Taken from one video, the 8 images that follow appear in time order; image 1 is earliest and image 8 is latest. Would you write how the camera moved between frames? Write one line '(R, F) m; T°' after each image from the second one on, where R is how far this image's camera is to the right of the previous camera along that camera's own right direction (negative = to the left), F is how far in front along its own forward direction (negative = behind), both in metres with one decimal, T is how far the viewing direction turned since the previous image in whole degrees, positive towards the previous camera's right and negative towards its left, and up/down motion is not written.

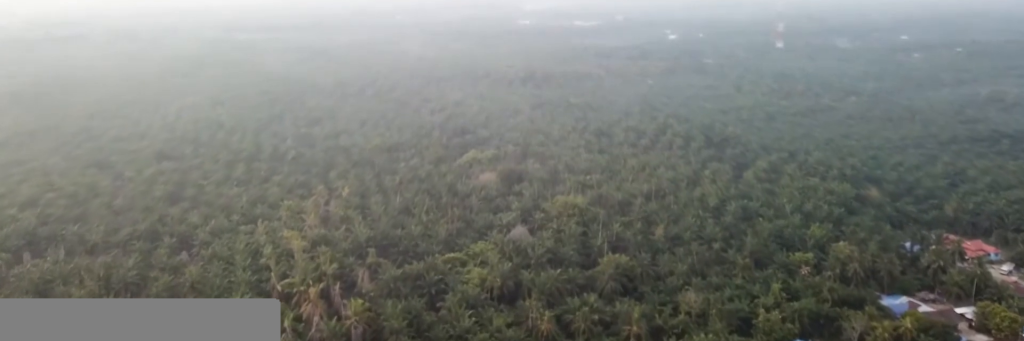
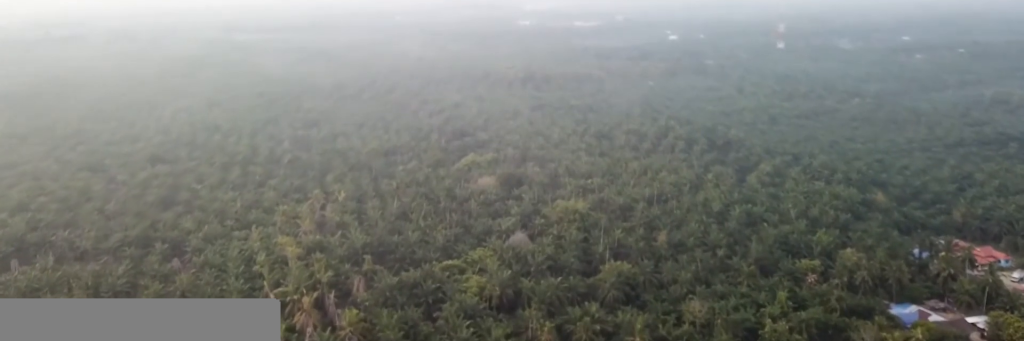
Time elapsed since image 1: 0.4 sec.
(0.0, +6.5) m; 0°
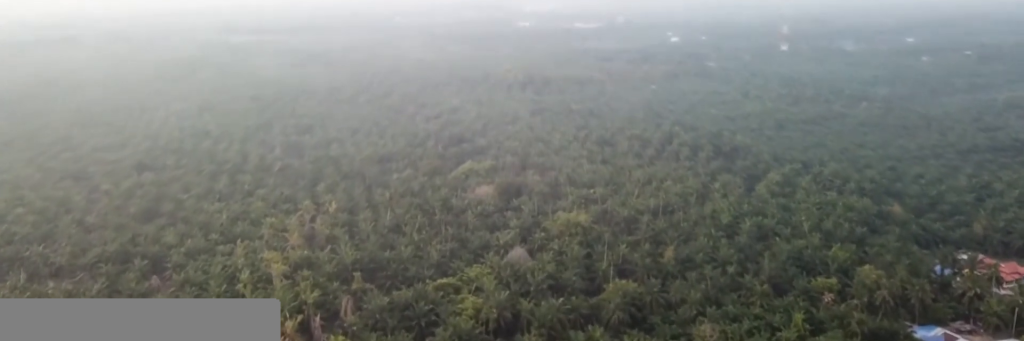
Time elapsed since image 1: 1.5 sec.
(0.0, +15.4) m; 0°
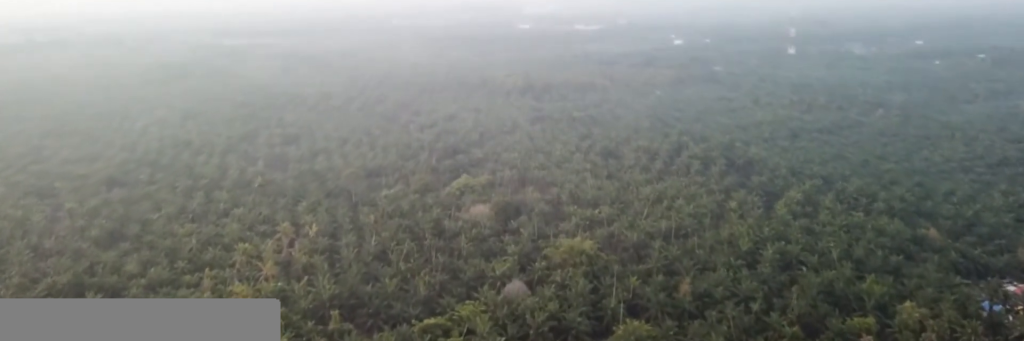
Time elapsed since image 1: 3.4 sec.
(0.0, +29.4) m; 0°
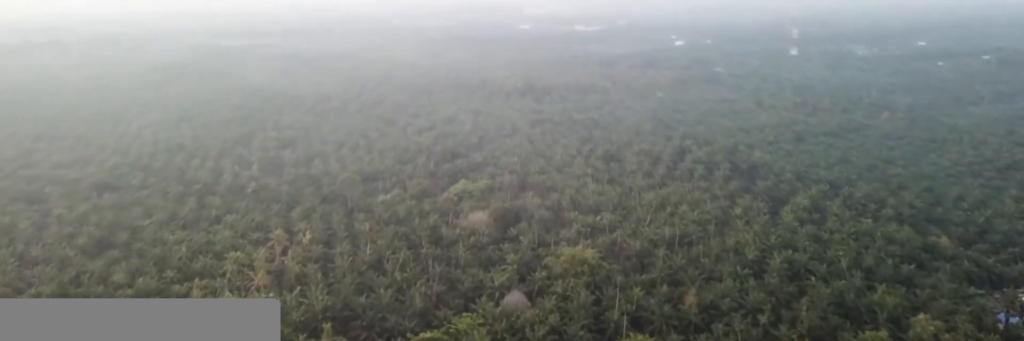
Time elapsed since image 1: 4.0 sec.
(0.0, +8.5) m; 0°
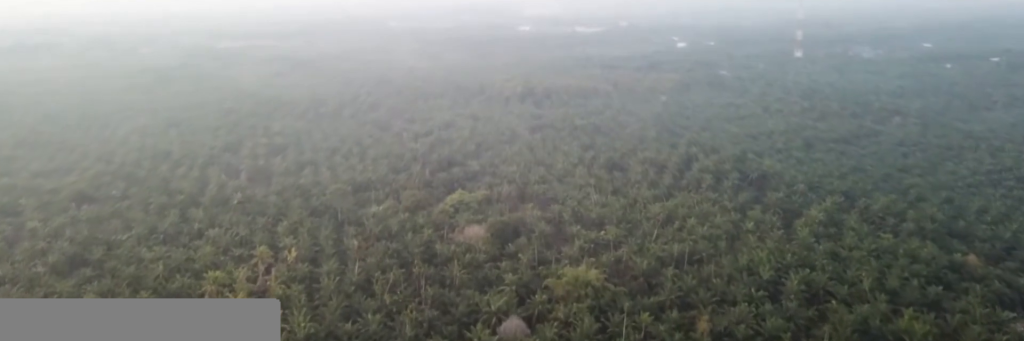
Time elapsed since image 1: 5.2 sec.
(0.0, +18.1) m; 0°
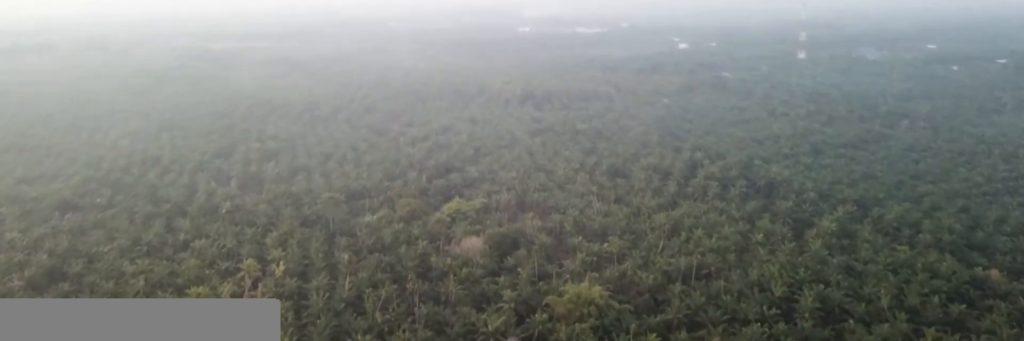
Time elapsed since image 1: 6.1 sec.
(0.0, +13.0) m; 0°
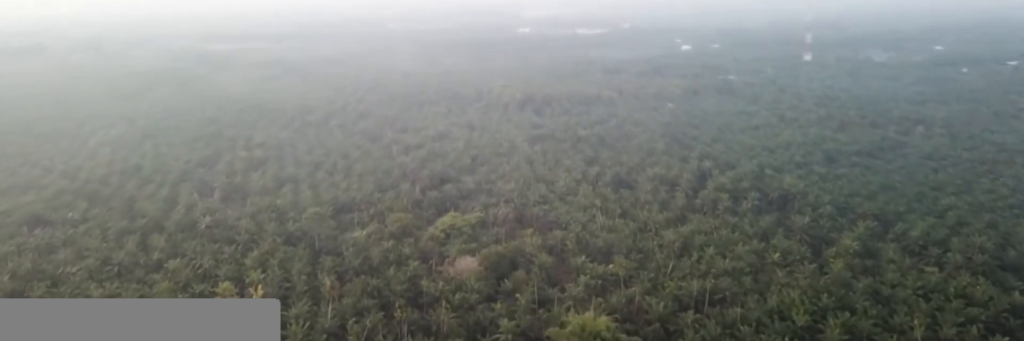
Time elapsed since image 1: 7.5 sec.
(0.0, +21.0) m; 0°
